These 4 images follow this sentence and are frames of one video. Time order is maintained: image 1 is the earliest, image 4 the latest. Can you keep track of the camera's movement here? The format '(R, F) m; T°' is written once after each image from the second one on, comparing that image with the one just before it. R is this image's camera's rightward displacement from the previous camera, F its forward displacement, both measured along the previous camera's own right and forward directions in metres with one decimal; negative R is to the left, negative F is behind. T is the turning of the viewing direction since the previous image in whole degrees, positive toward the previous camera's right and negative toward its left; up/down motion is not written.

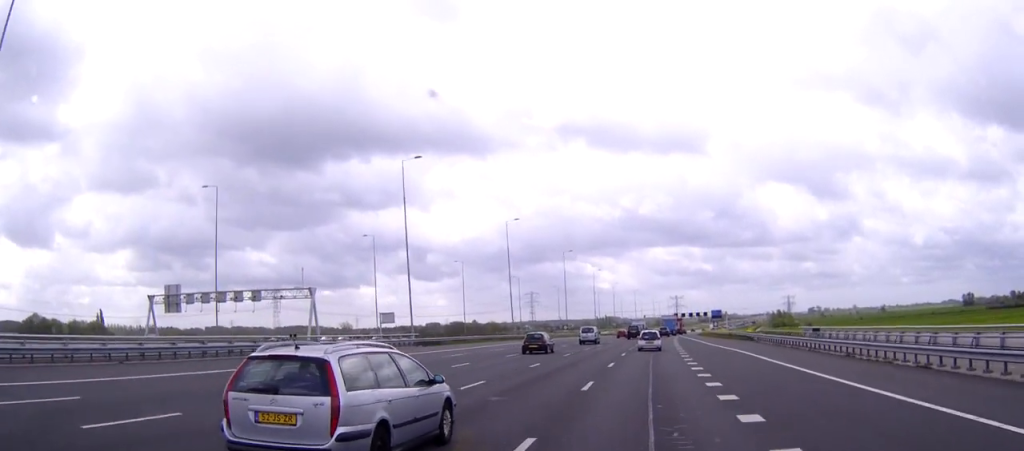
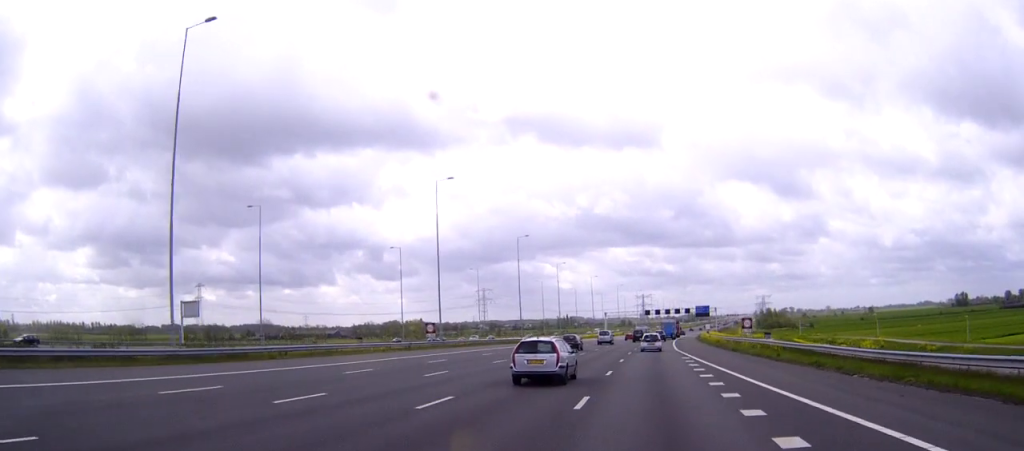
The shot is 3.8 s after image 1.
(+1.8, +87.3) m; +2°
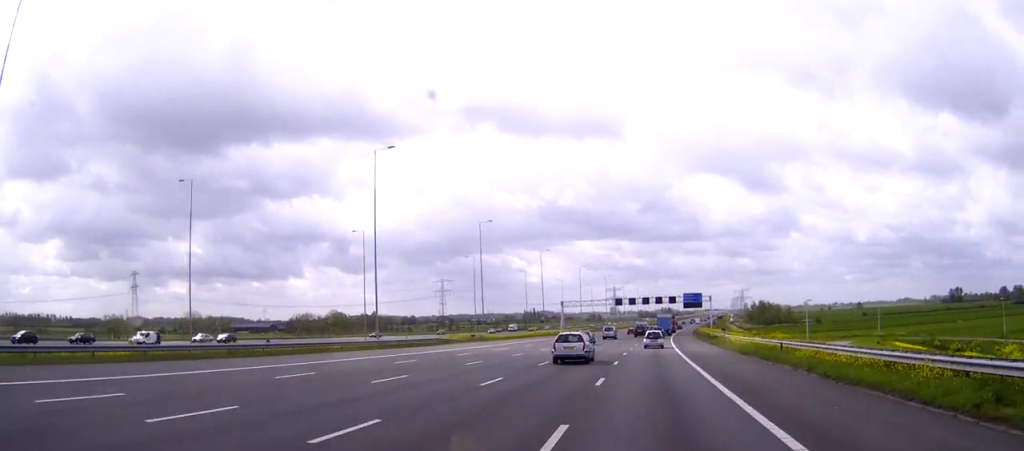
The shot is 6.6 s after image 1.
(+1.1, +65.4) m; +2°
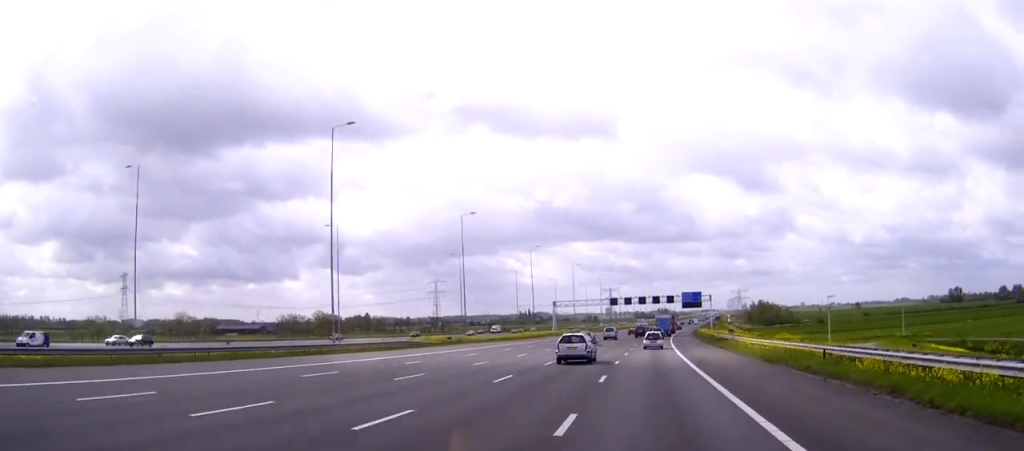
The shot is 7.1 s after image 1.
(0.0, +10.1) m; 0°
